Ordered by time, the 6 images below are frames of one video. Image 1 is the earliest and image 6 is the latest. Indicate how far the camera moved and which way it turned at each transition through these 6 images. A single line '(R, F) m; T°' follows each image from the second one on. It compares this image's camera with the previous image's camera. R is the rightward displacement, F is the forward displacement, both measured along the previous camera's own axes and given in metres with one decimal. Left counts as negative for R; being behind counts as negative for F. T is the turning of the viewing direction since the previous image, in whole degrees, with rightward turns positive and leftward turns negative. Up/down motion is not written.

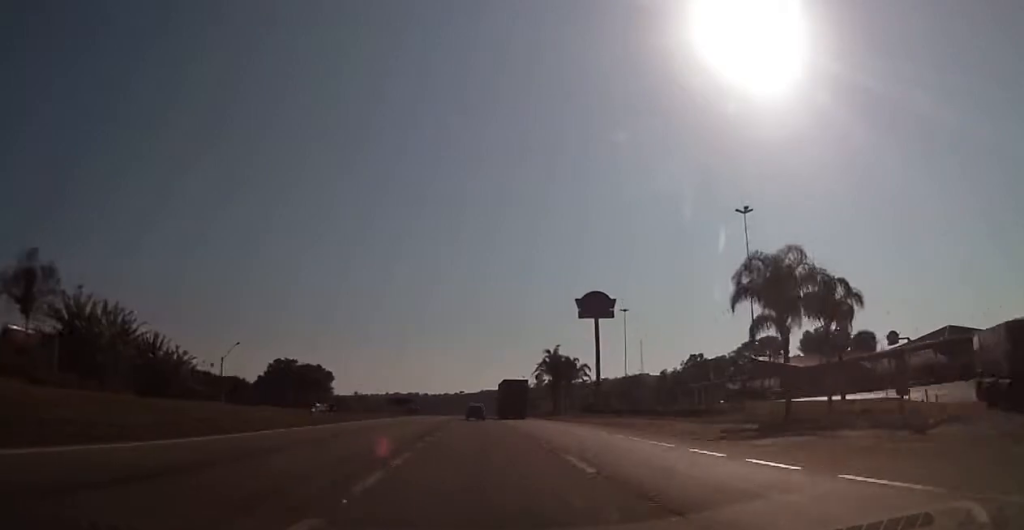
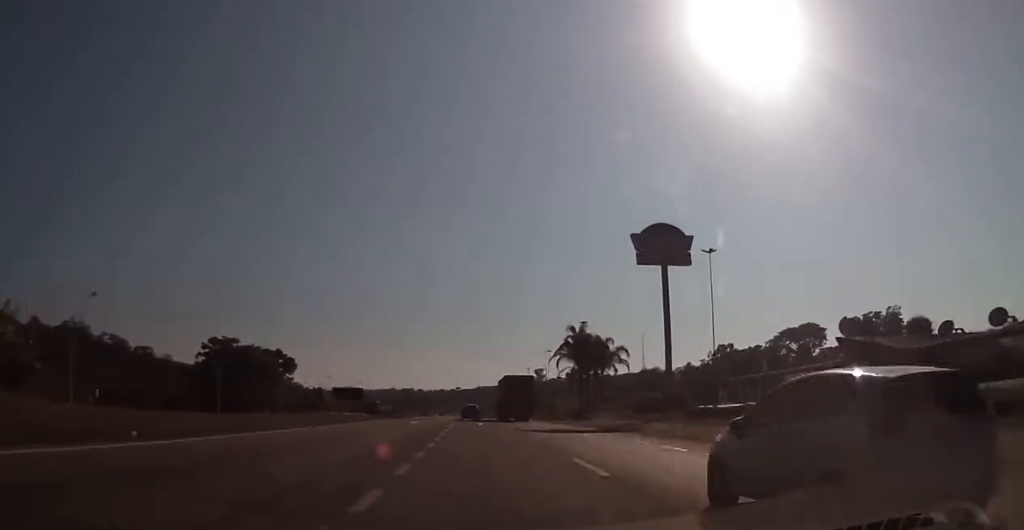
(-0.5, +37.8) m; 0°
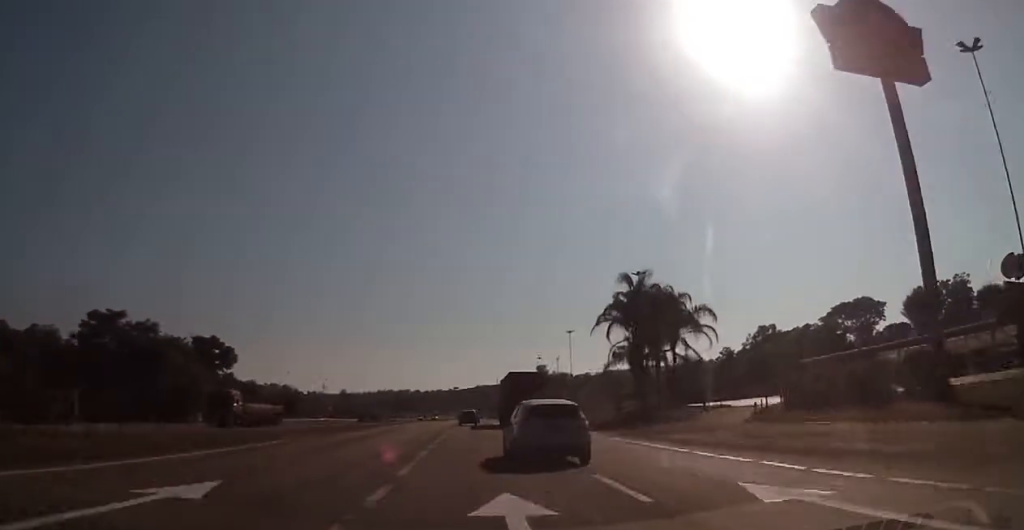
(+0.2, +38.8) m; 0°
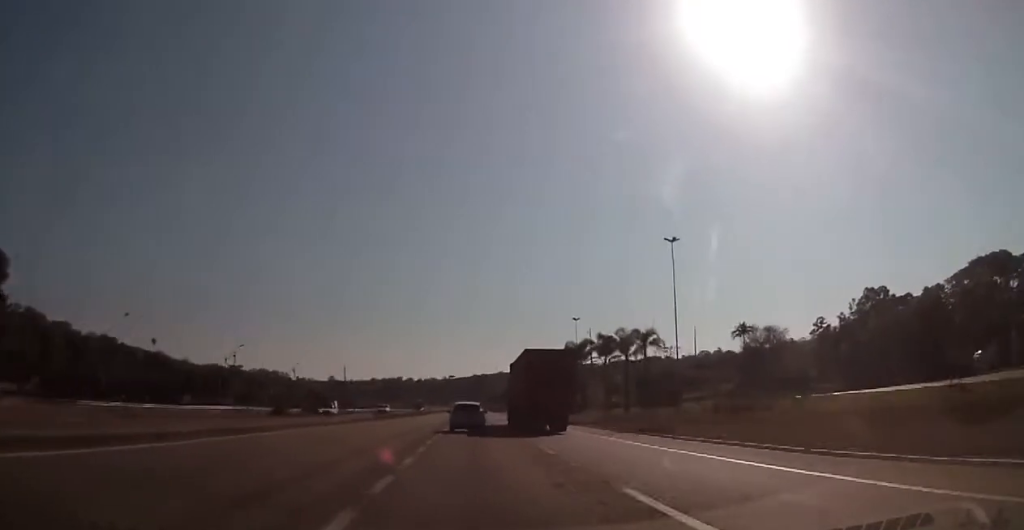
(+0.9, +61.9) m; 0°
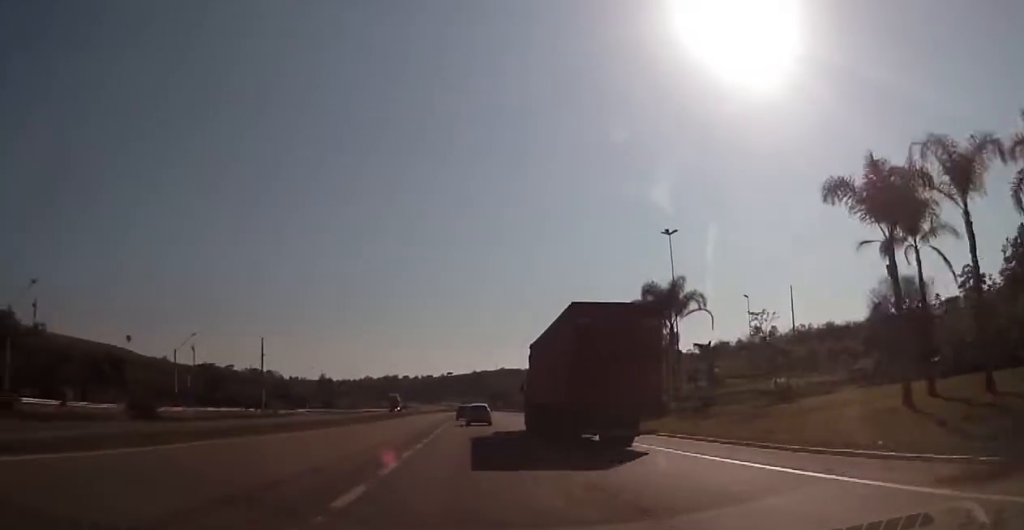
(-0.8, +52.2) m; 0°
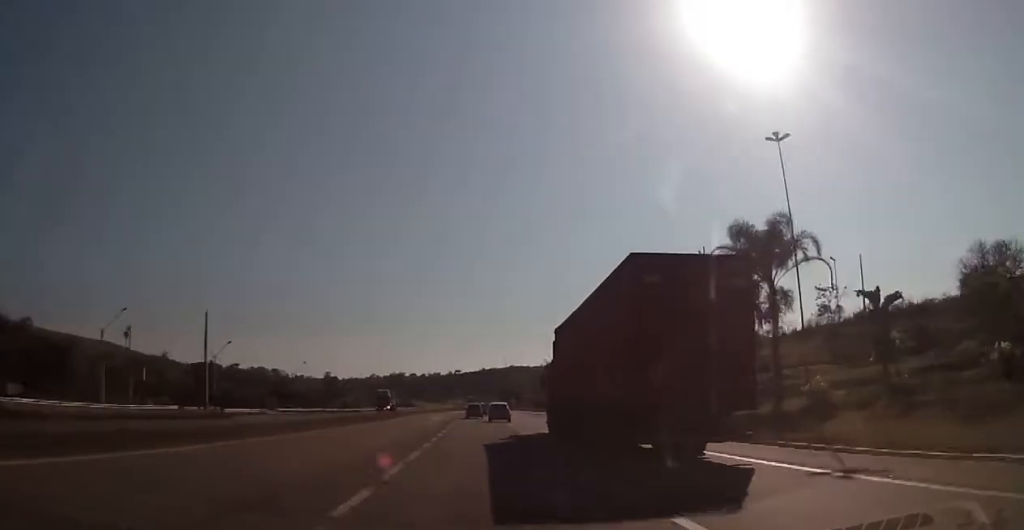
(+0.5, +20.1) m; 0°
